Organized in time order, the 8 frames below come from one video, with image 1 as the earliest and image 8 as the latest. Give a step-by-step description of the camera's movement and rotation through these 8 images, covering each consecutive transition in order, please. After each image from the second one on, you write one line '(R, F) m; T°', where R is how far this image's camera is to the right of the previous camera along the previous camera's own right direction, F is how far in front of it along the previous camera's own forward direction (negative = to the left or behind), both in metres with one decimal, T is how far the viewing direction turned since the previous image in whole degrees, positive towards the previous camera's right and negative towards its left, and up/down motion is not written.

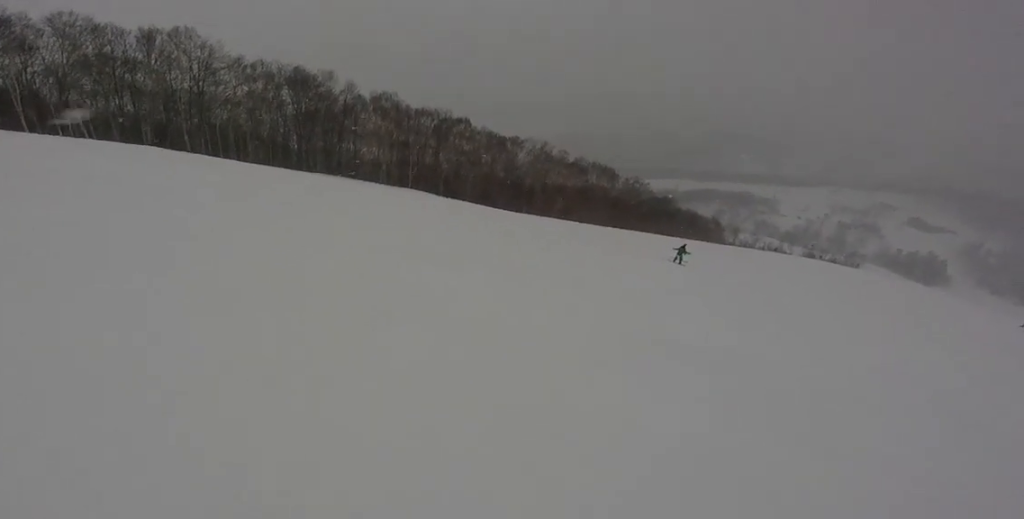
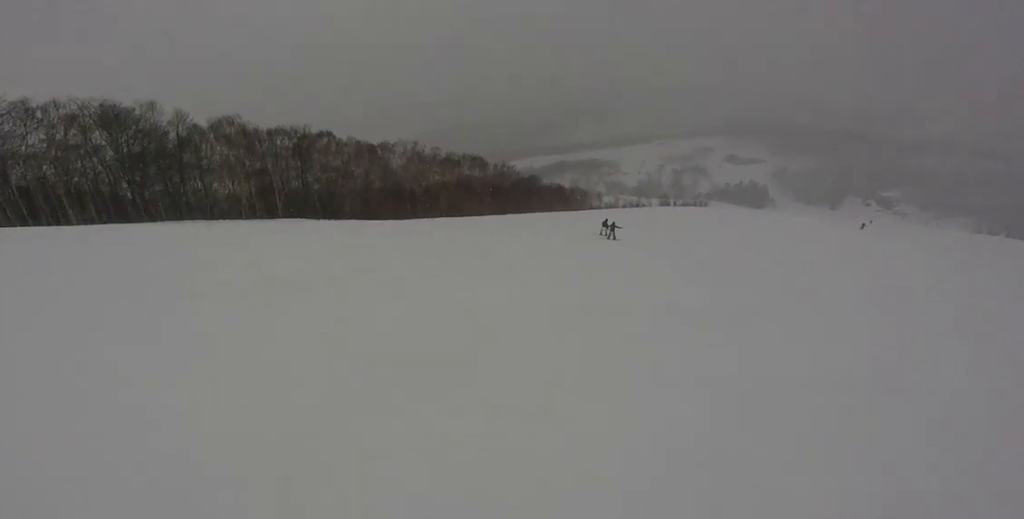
(+0.1, +4.7) m; +21°
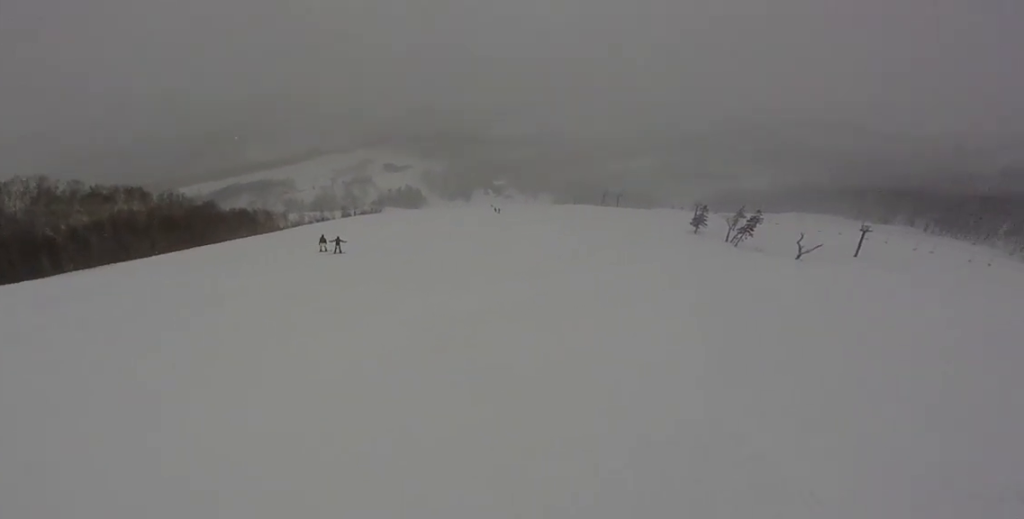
(+0.6, +3.2) m; +23°
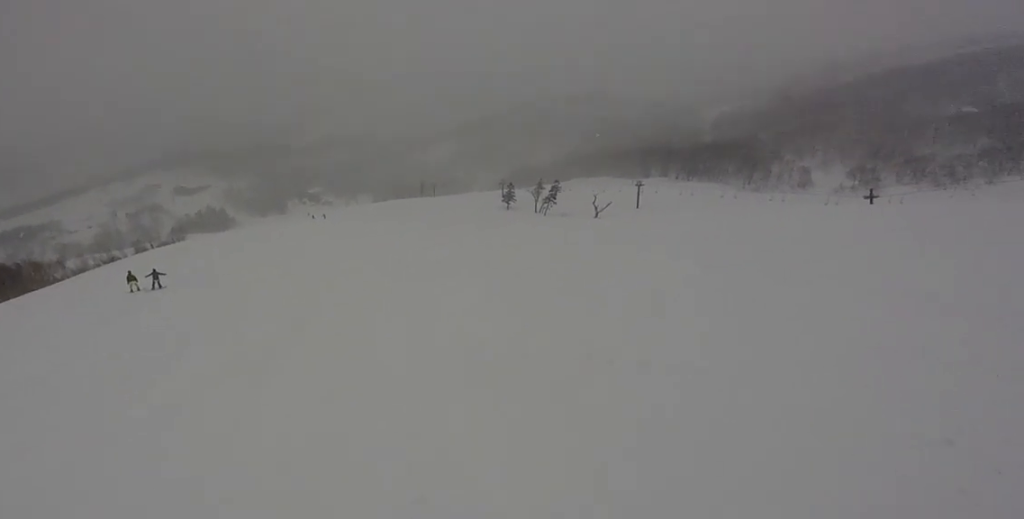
(+1.6, +4.9) m; +19°
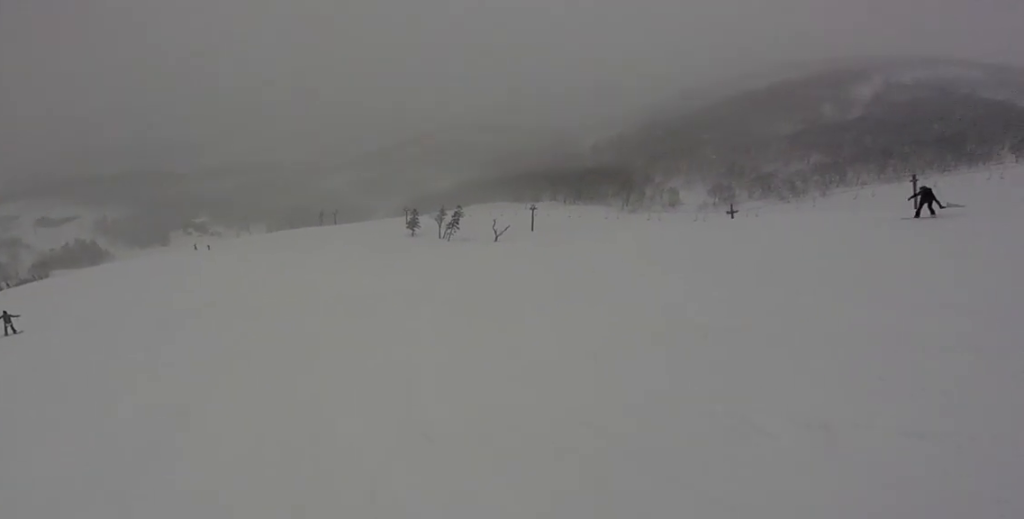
(0.0, +2.2) m; +1°
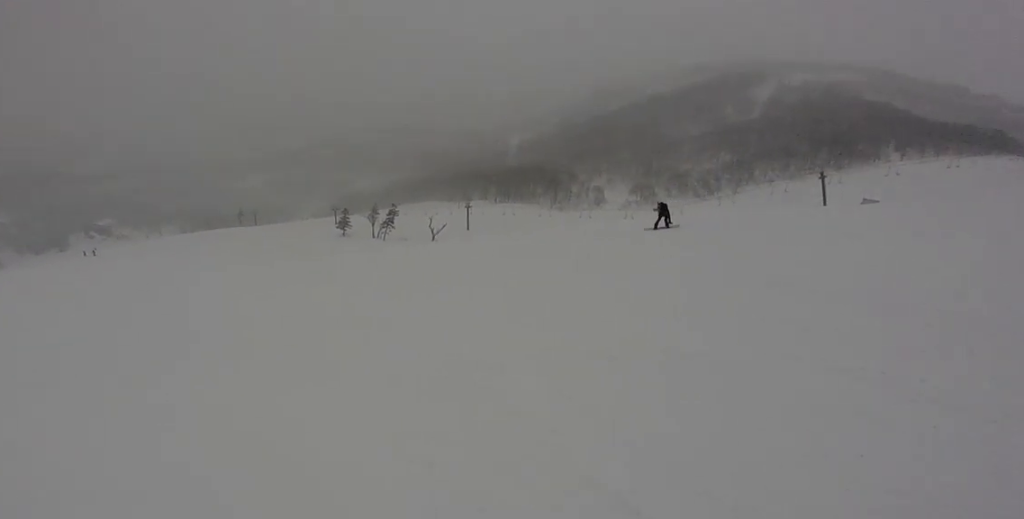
(+0.1, +5.1) m; +9°
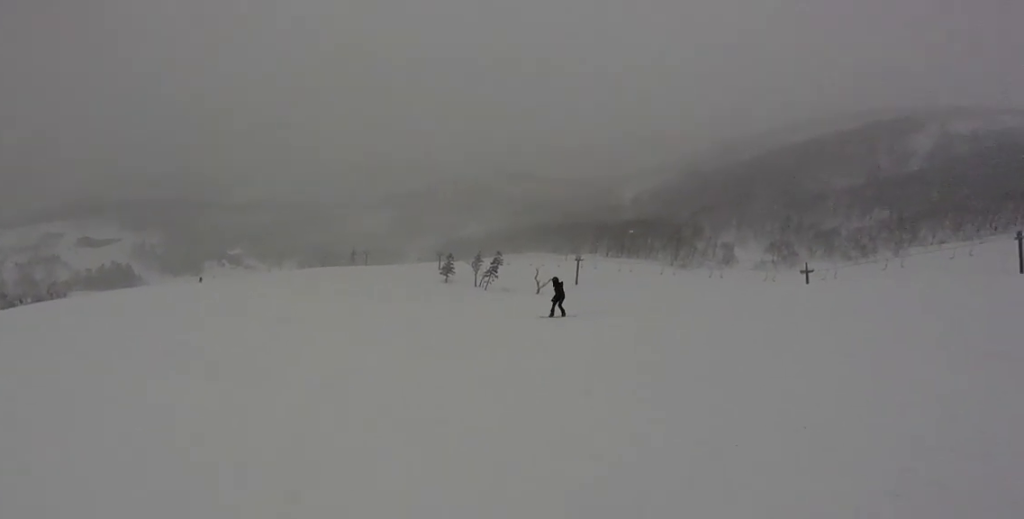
(+0.8, +5.9) m; +13°
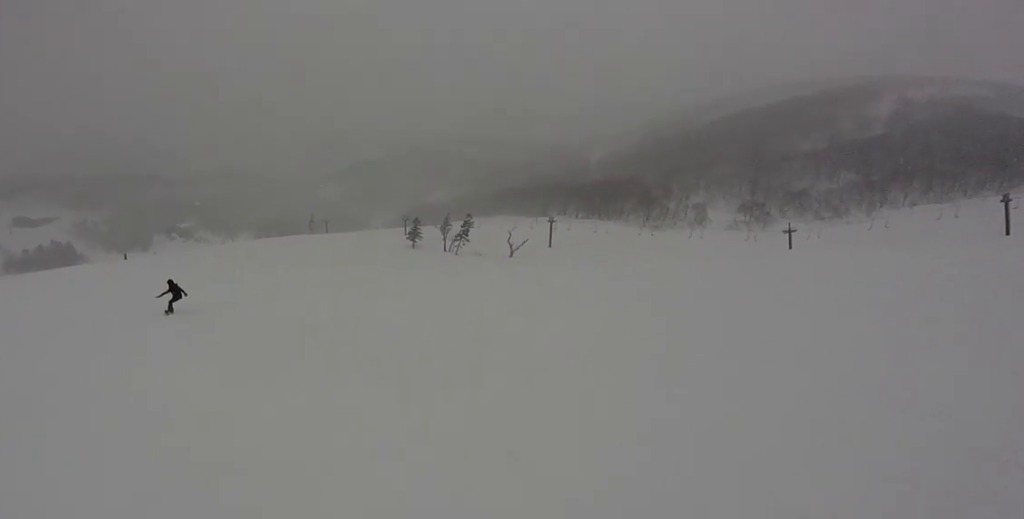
(+0.9, +8.2) m; +6°
